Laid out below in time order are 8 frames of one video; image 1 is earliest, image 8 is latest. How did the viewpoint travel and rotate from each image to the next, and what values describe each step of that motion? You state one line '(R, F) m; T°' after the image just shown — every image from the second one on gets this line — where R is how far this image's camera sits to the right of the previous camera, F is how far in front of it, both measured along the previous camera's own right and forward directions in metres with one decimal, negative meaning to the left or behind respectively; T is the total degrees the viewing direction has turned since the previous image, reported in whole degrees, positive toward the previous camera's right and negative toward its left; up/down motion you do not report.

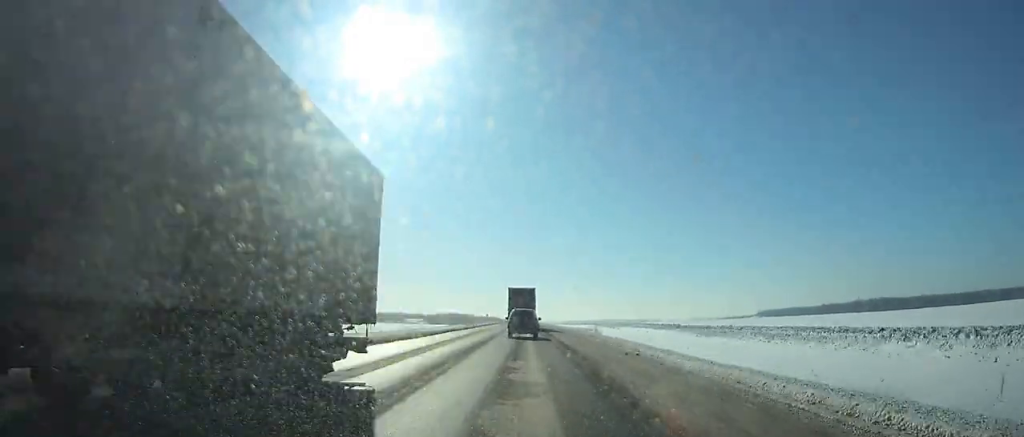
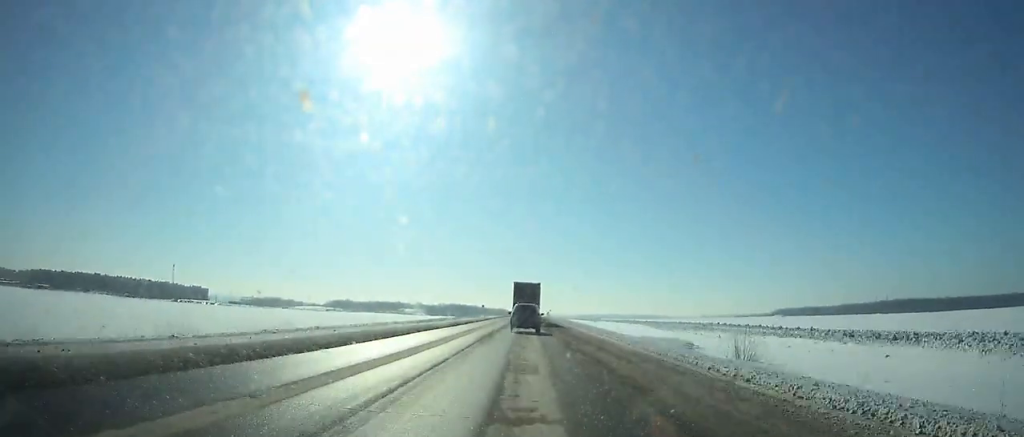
(-0.2, +50.9) m; 0°
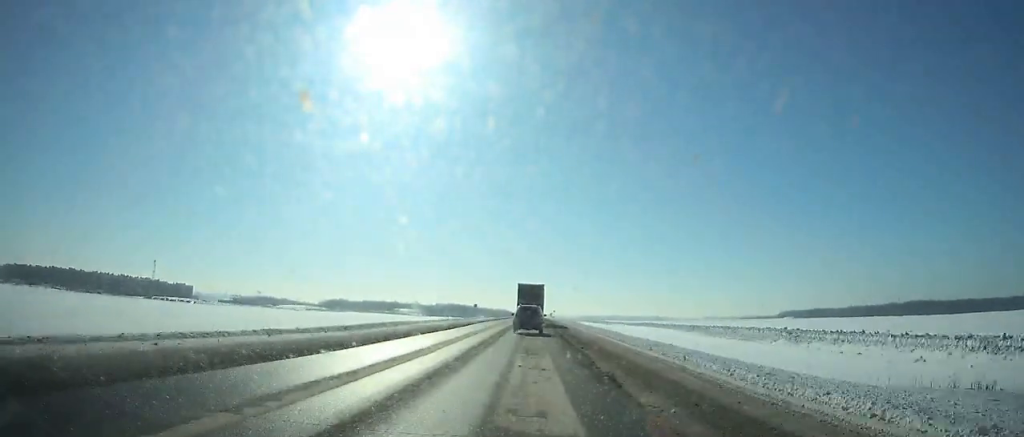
(-0.1, +27.5) m; 0°
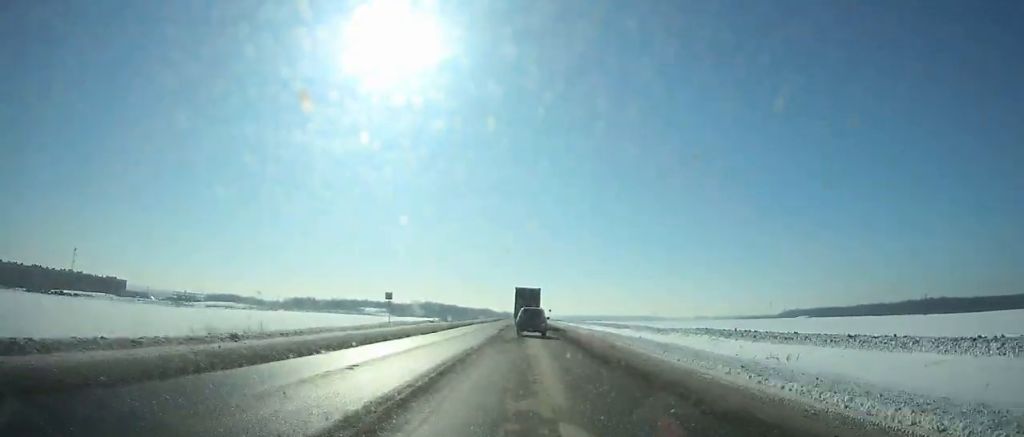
(+0.5, +73.8) m; +1°
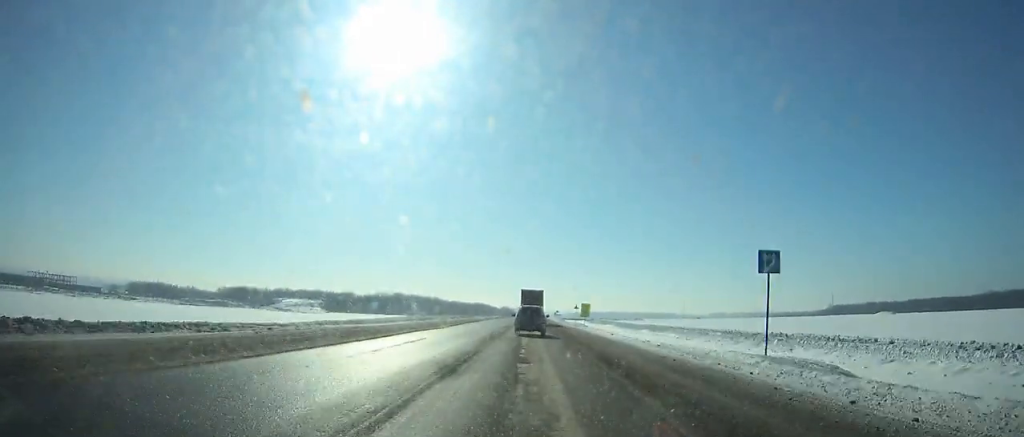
(+0.4, +161.4) m; 0°
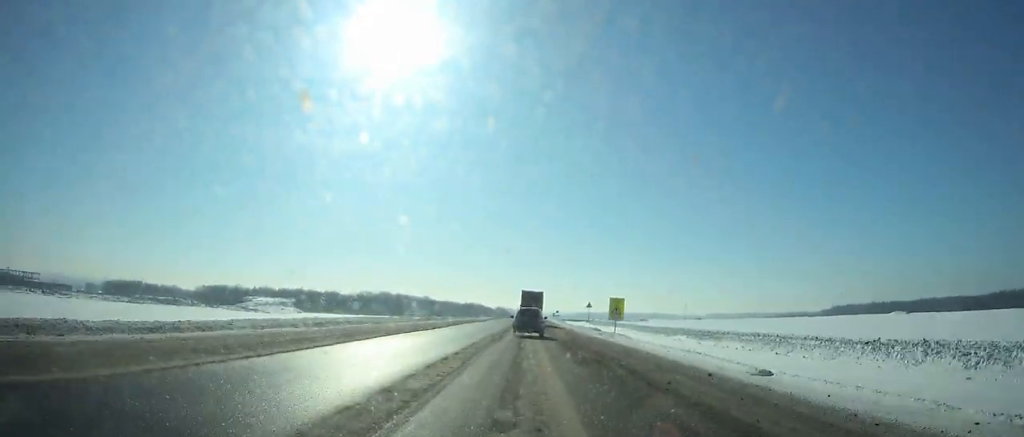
(0.0, +28.5) m; 0°
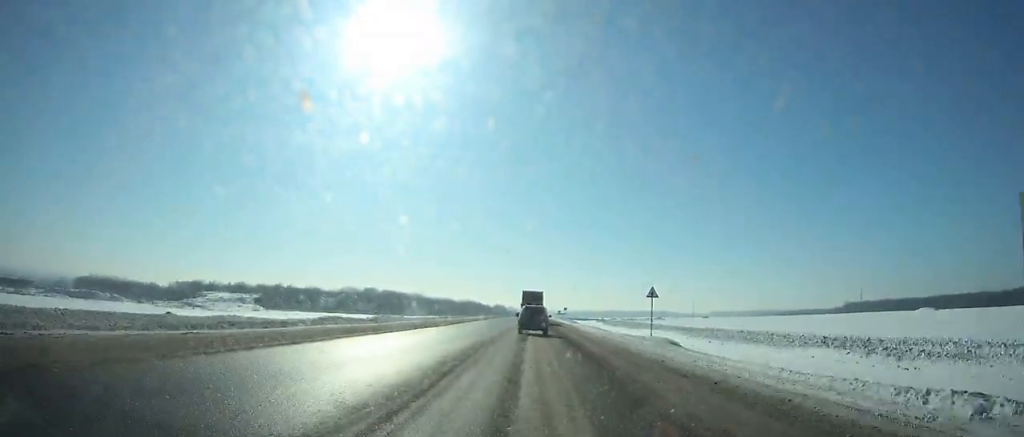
(0.0, +40.3) m; 0°
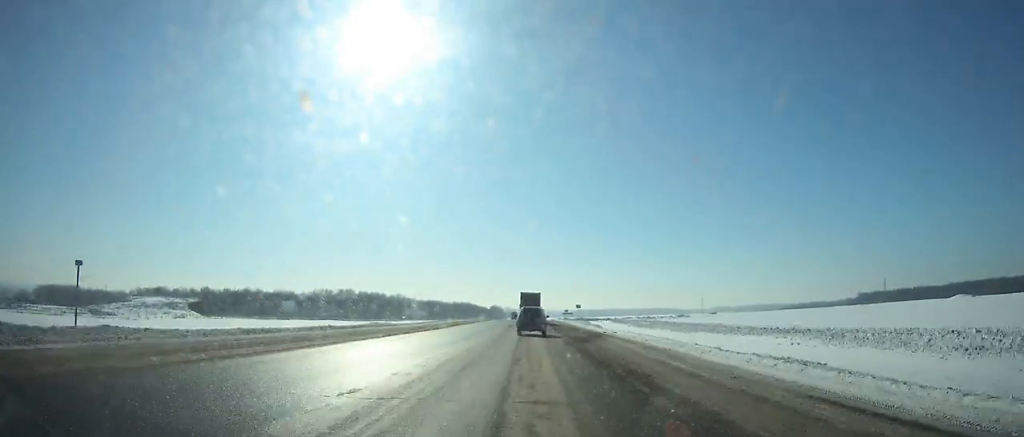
(0.0, +46.4) m; 0°
